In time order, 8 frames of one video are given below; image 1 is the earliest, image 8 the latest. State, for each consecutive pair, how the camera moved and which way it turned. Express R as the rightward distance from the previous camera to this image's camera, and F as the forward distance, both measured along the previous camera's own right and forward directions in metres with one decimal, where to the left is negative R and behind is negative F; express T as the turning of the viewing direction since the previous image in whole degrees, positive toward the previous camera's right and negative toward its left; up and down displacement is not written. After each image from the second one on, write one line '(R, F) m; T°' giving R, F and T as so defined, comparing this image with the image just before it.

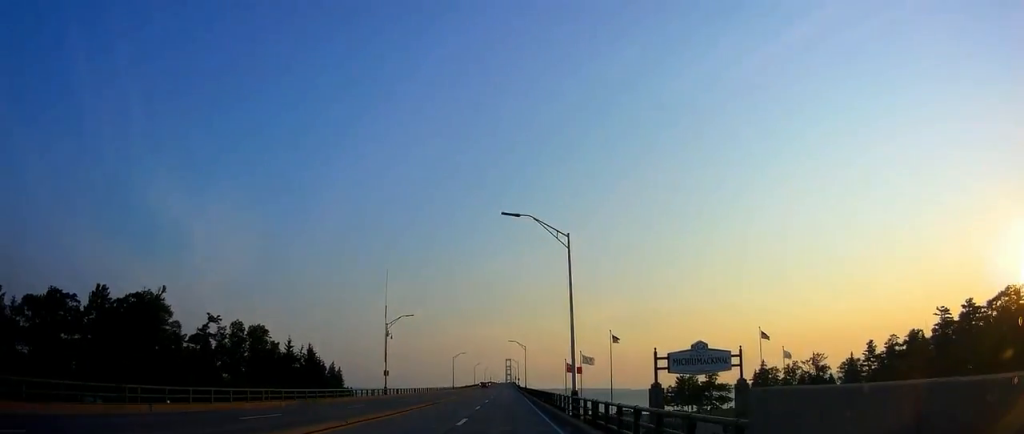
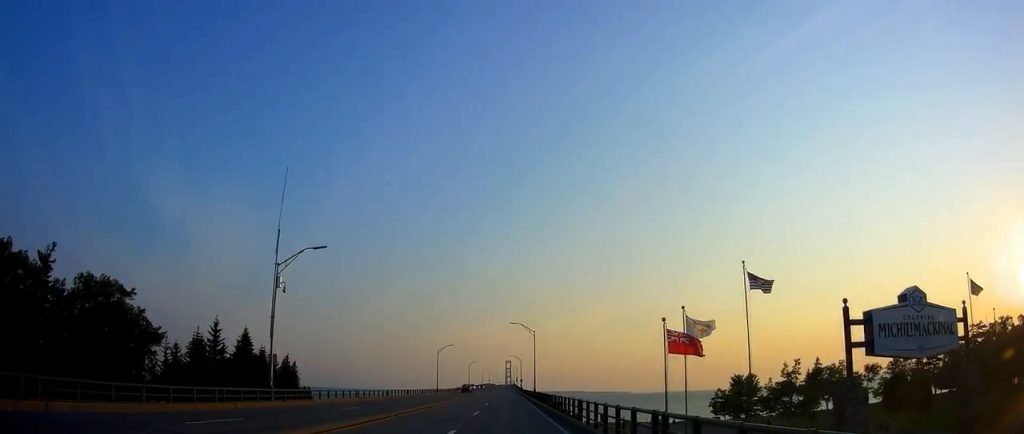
(-0.4, +32.9) m; 0°
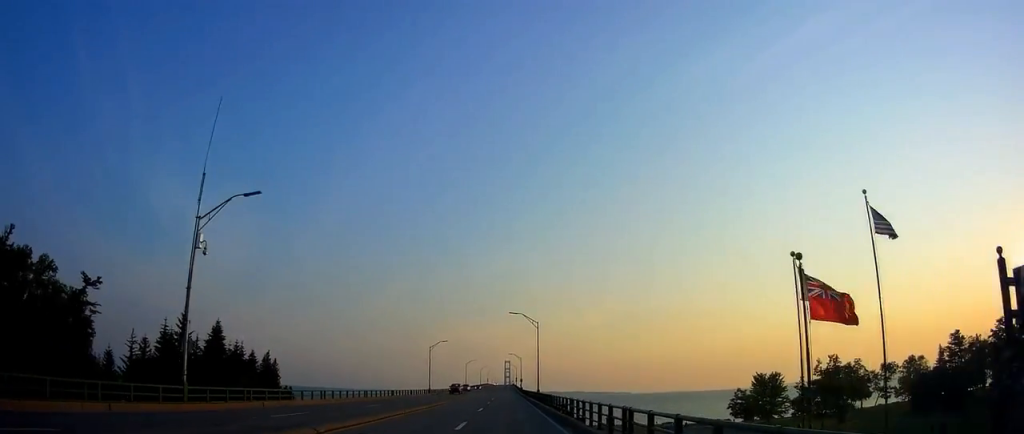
(+0.3, +9.7) m; 0°
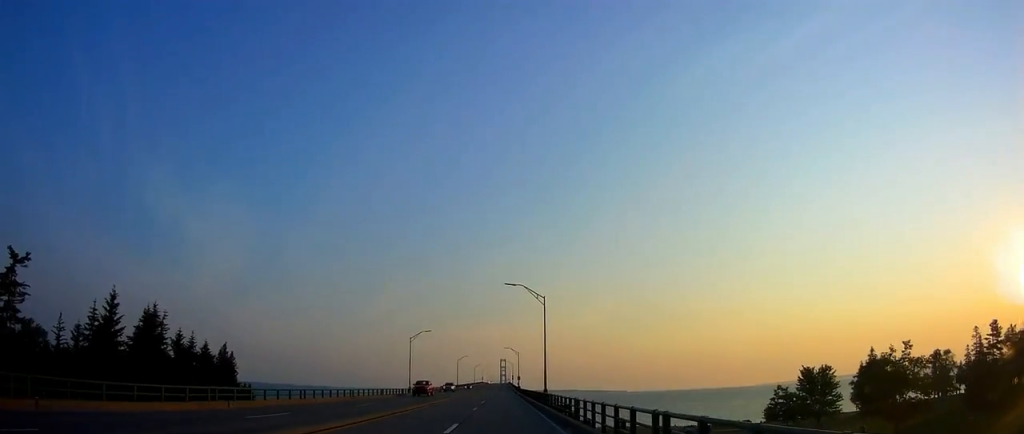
(+0.2, +16.5) m; 0°
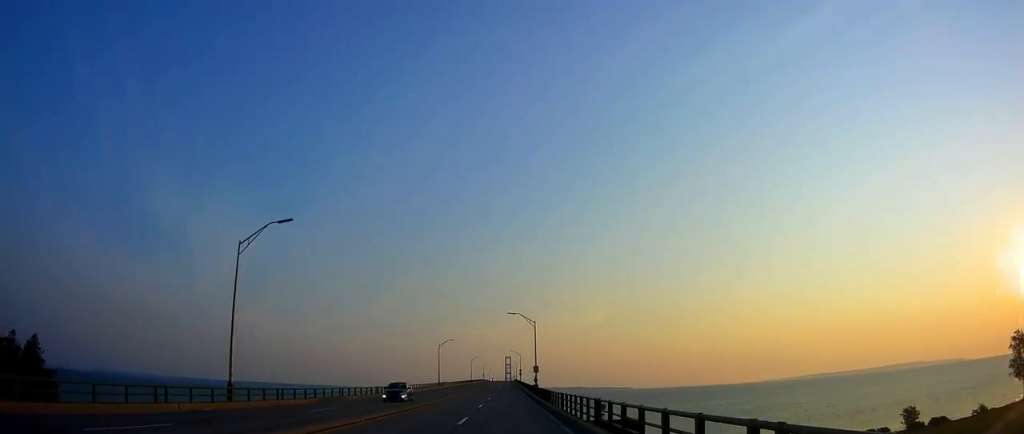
(+0.4, +56.9) m; +1°
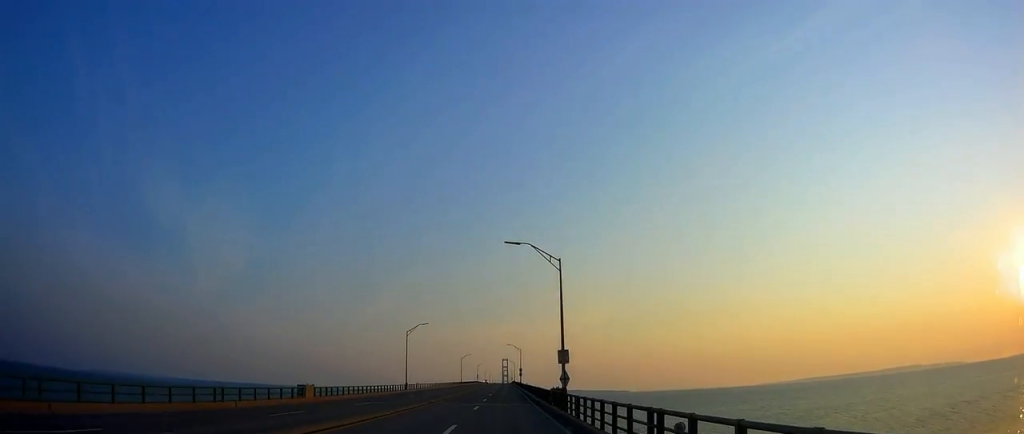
(-0.2, +33.5) m; -2°
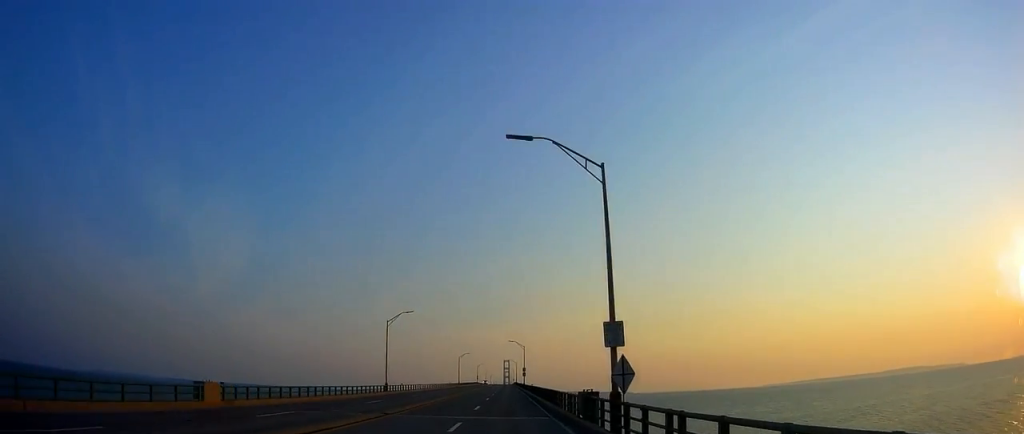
(-0.3, +14.0) m; 0°
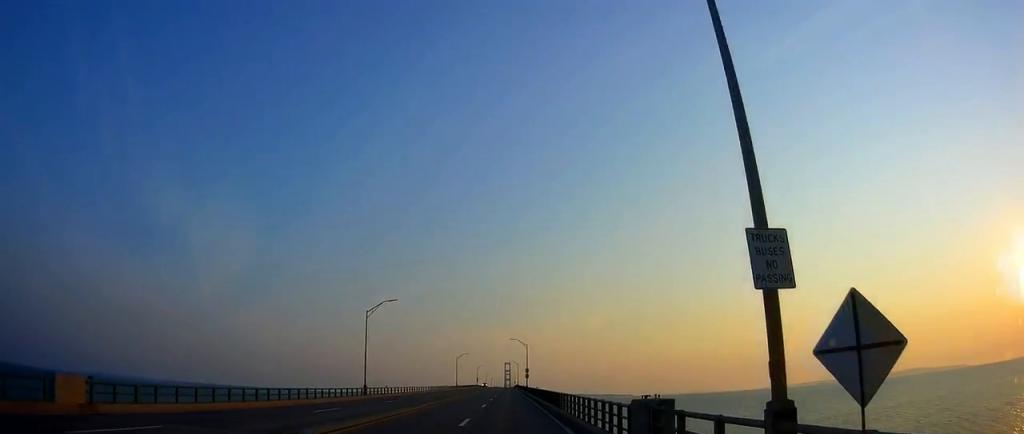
(-0.1, +10.1) m; 0°
